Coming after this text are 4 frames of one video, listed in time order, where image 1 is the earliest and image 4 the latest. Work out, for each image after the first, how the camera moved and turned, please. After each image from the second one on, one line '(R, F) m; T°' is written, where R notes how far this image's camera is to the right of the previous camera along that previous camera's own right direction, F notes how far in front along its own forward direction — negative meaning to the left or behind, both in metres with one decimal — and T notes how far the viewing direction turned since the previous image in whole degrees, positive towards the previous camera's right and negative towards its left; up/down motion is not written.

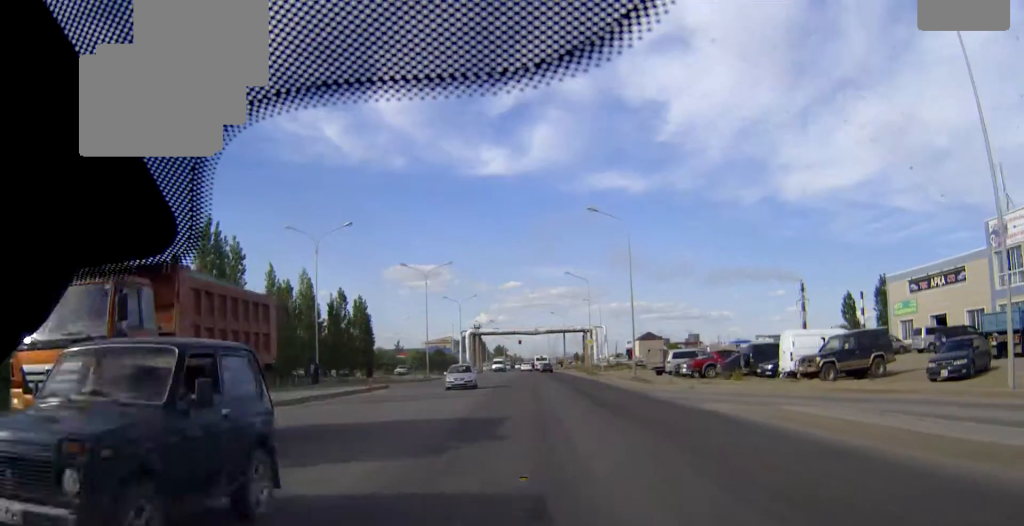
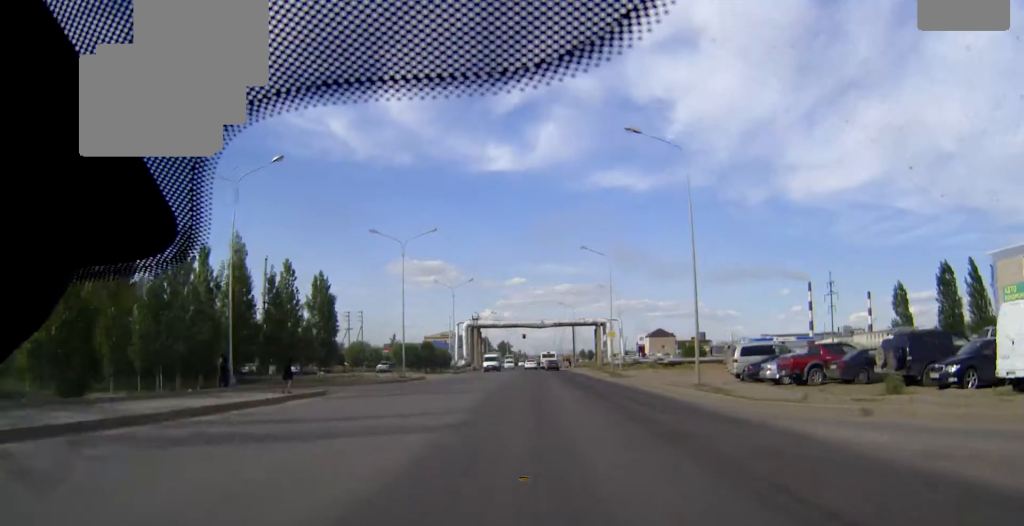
(0.0, +17.6) m; 0°
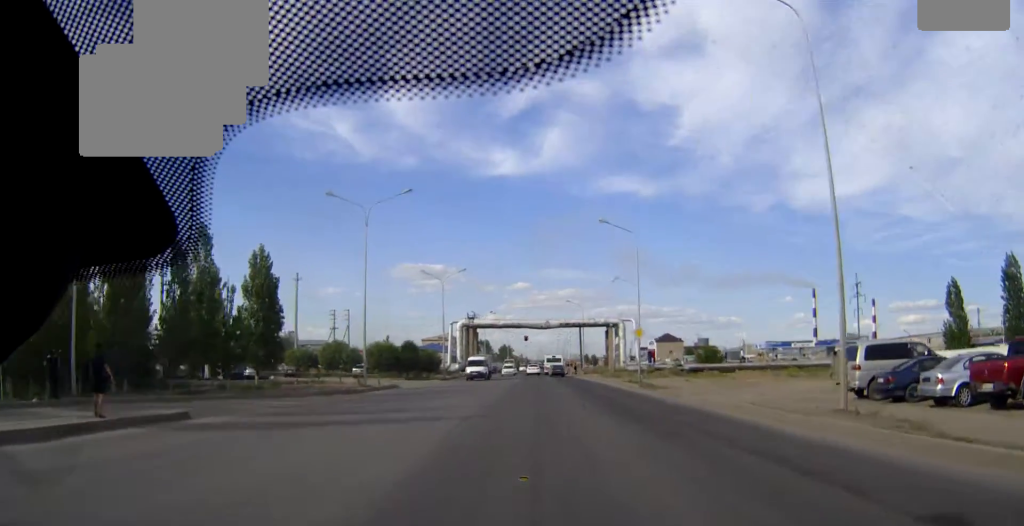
(0.0, +15.2) m; 0°
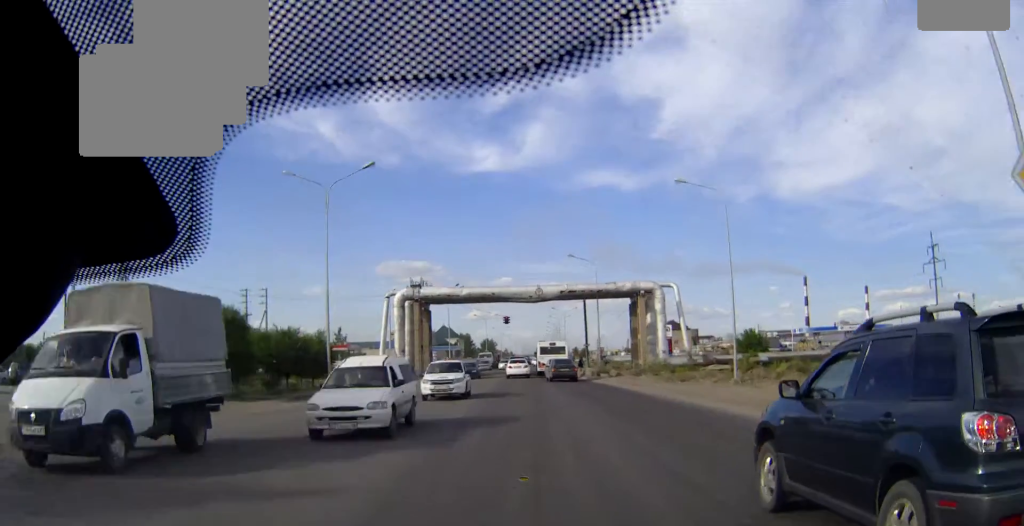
(+0.5, +43.7) m; +1°
